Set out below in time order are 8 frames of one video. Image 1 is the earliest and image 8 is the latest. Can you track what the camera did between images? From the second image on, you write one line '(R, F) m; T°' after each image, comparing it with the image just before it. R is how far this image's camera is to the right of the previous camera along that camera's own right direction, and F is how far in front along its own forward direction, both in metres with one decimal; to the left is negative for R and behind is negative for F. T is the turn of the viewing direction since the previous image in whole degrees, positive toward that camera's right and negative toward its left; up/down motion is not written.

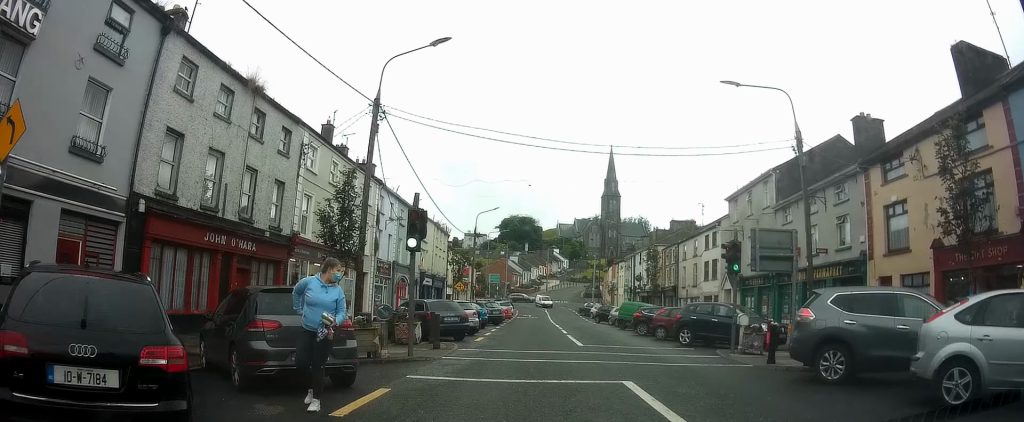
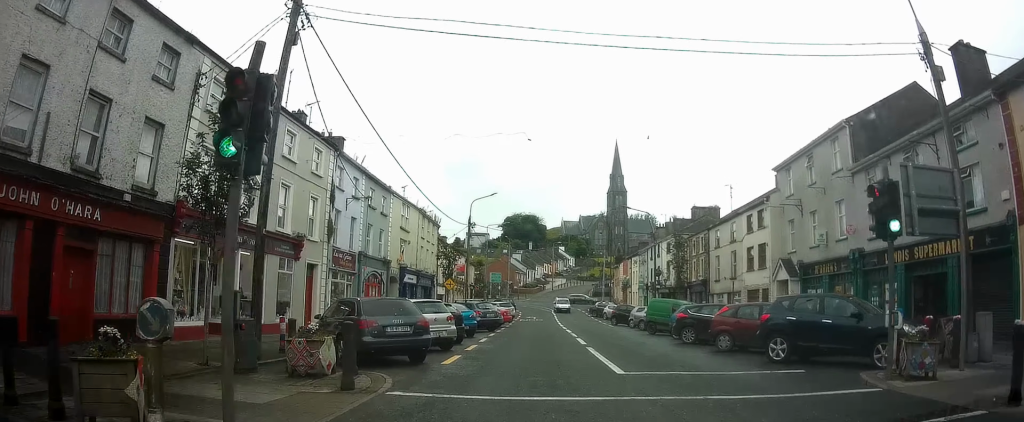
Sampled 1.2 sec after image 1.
(+0.1, +7.4) m; +6°
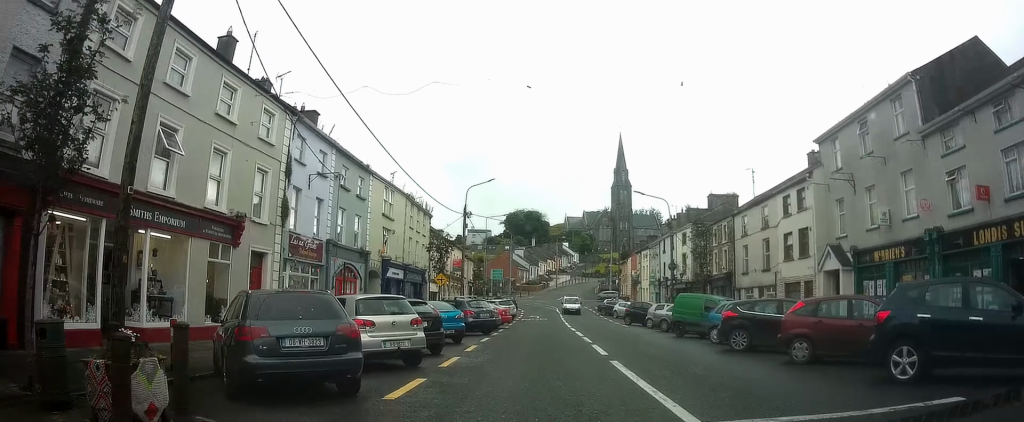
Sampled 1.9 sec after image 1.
(+0.2, +4.6) m; +4°
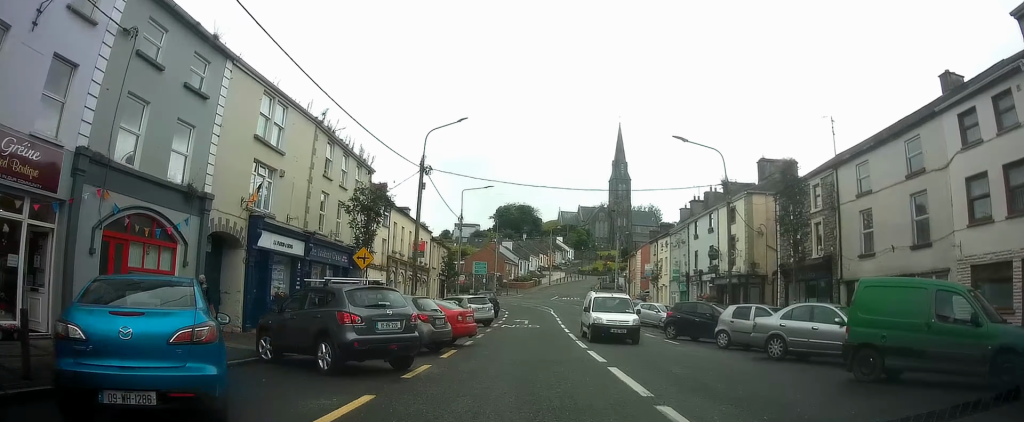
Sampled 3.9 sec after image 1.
(+0.4, +15.0) m; -2°
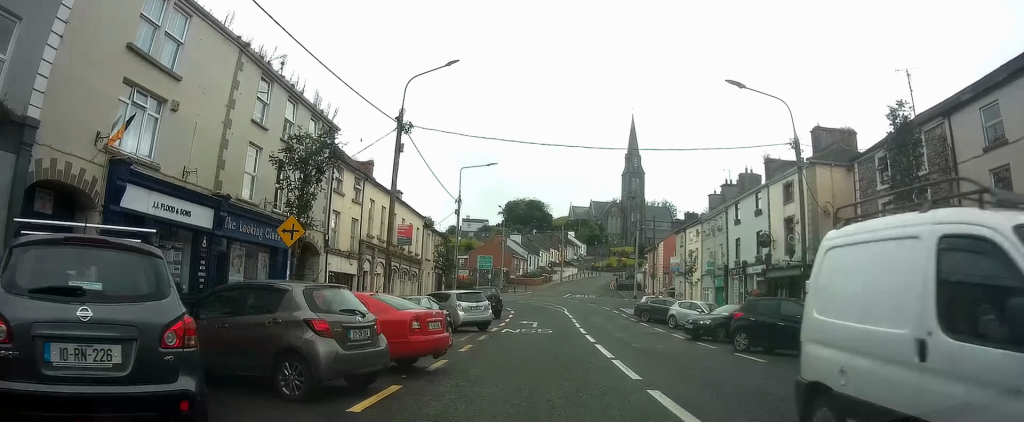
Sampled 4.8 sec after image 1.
(-0.1, +7.6) m; 0°
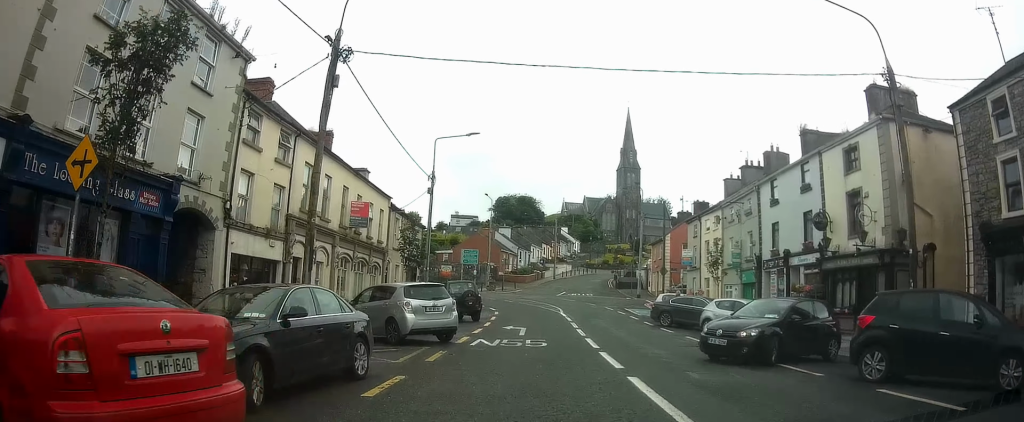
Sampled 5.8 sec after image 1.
(+0.2, +7.6) m; -3°
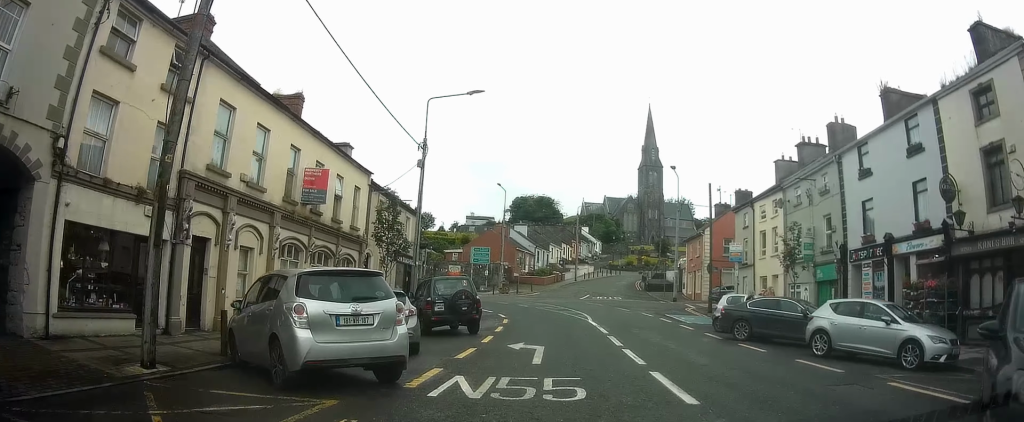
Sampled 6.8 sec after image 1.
(-0.6, +7.9) m; -4°
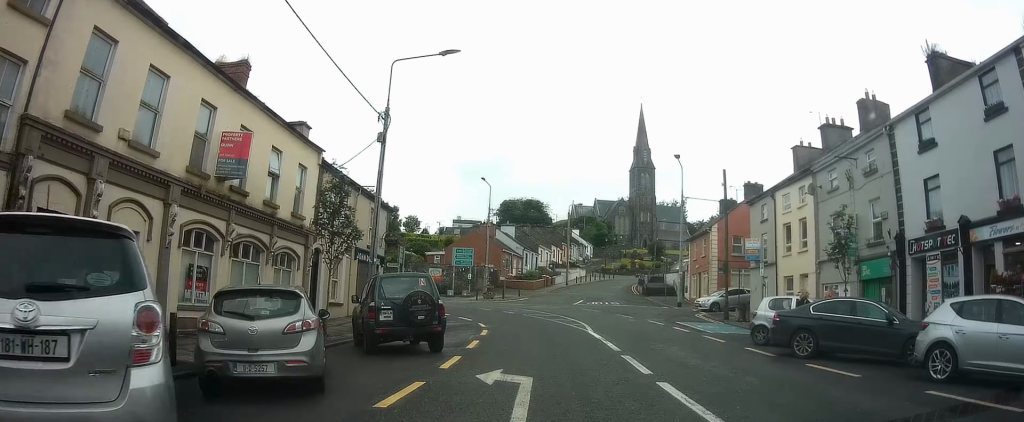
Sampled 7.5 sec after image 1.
(+0.6, +5.2) m; -4°
